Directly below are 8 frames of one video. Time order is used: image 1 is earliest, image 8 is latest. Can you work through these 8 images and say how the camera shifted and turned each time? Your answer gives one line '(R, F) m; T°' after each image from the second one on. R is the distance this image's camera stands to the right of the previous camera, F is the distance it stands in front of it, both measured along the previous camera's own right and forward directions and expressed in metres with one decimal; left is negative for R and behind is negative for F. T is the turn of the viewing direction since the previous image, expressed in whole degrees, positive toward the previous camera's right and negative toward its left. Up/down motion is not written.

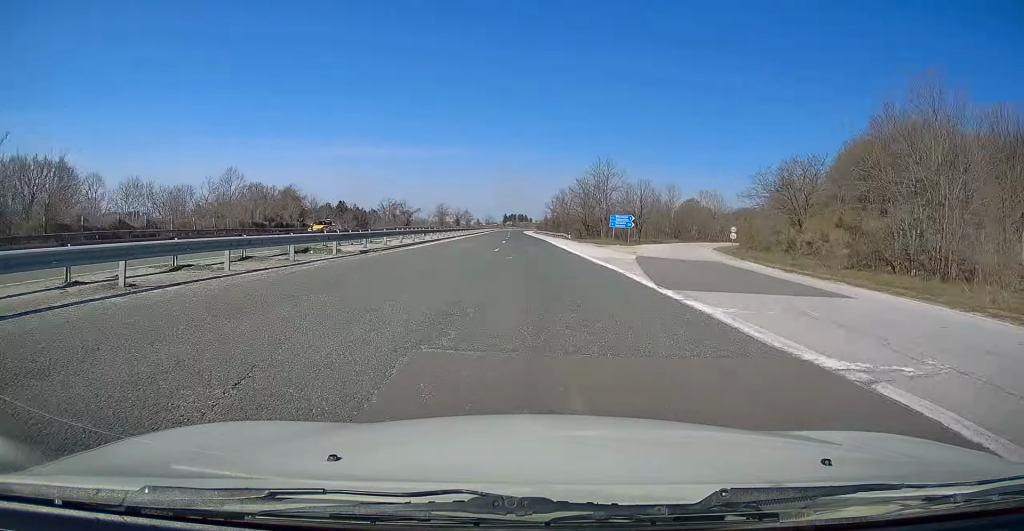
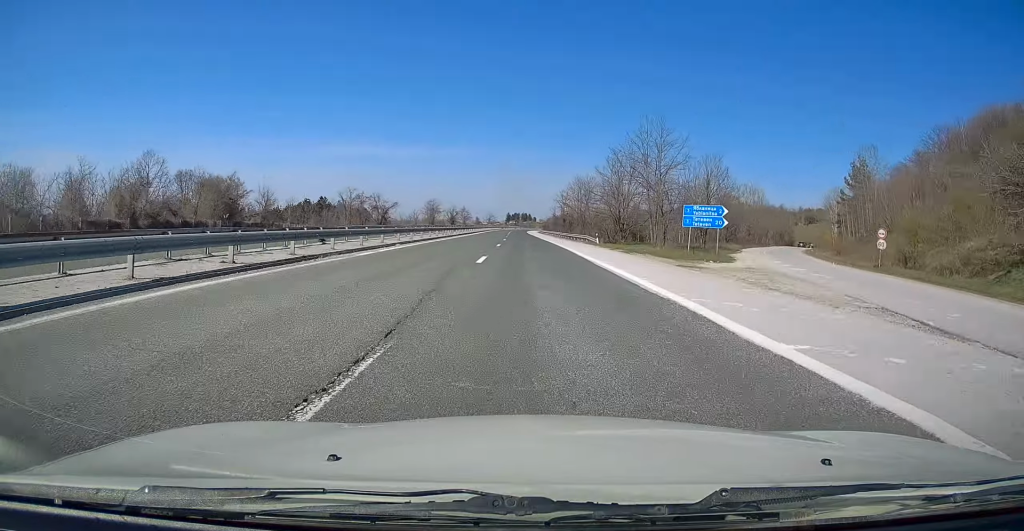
(-0.2, +27.9) m; 0°
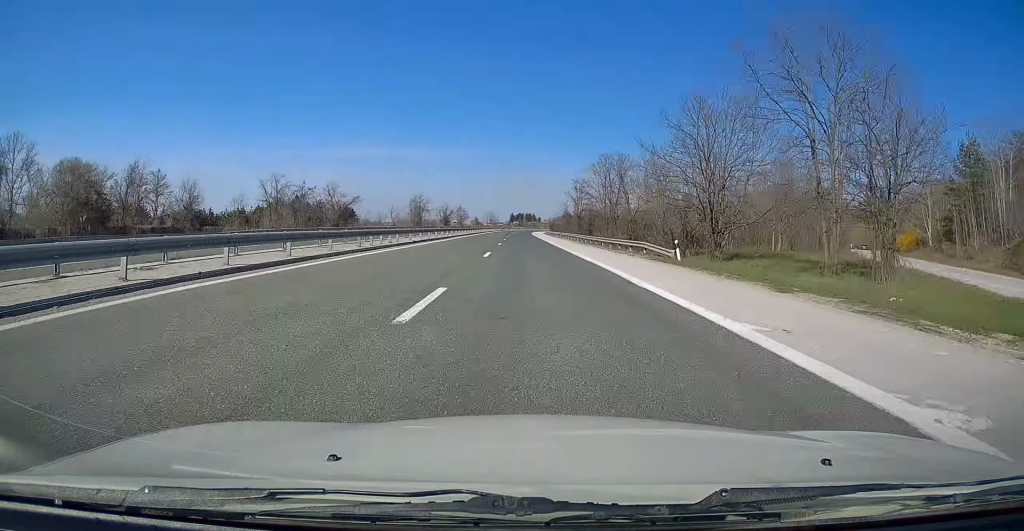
(-0.1, +27.9) m; 0°
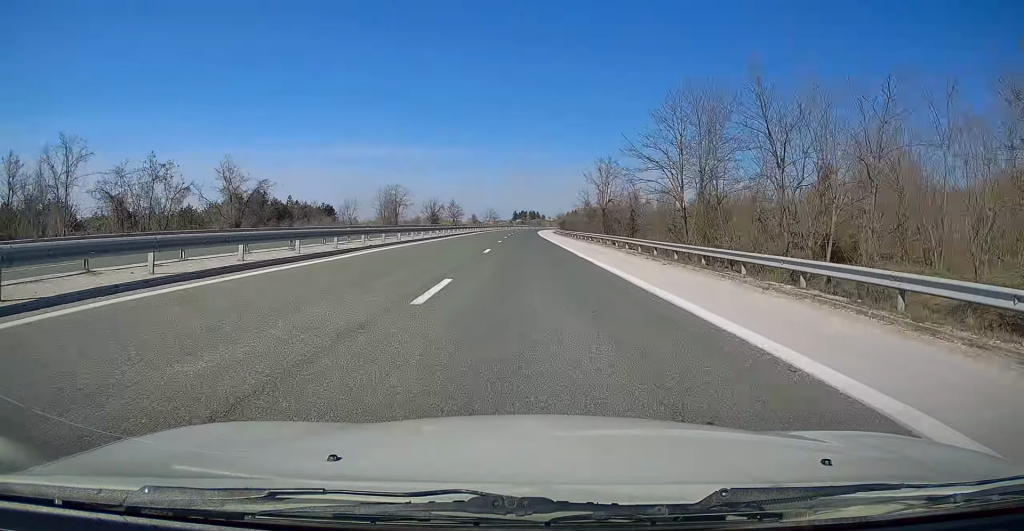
(+0.1, +31.0) m; 0°
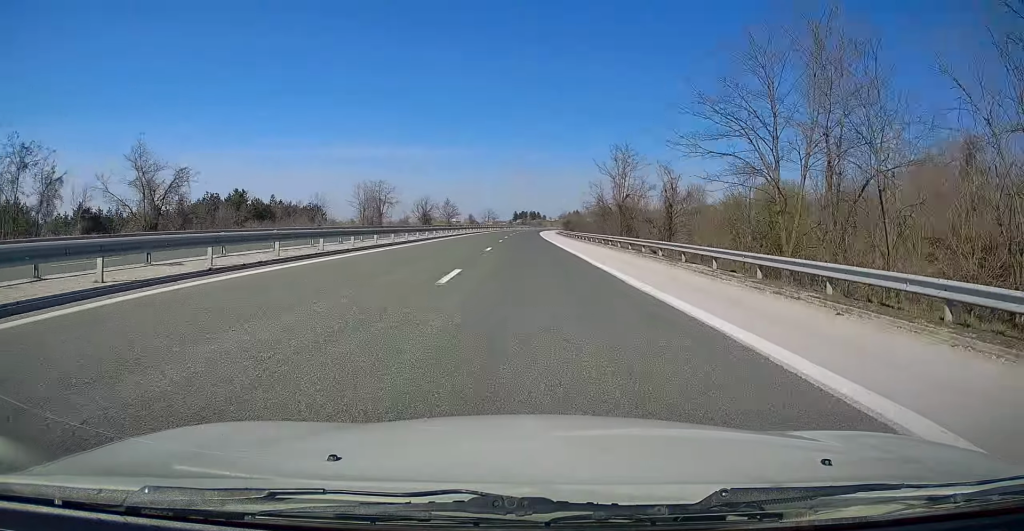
(0.0, +13.4) m; 0°
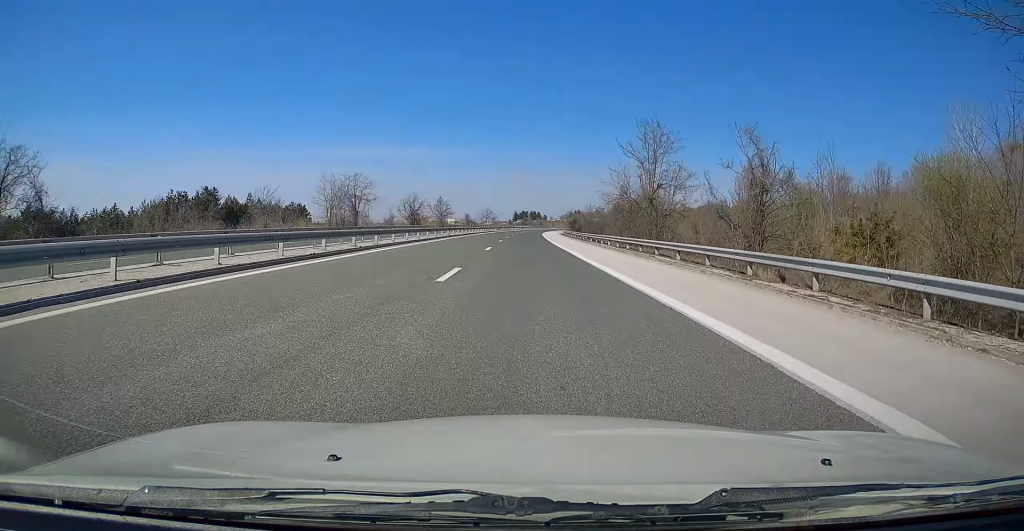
(0.0, +15.5) m; 0°
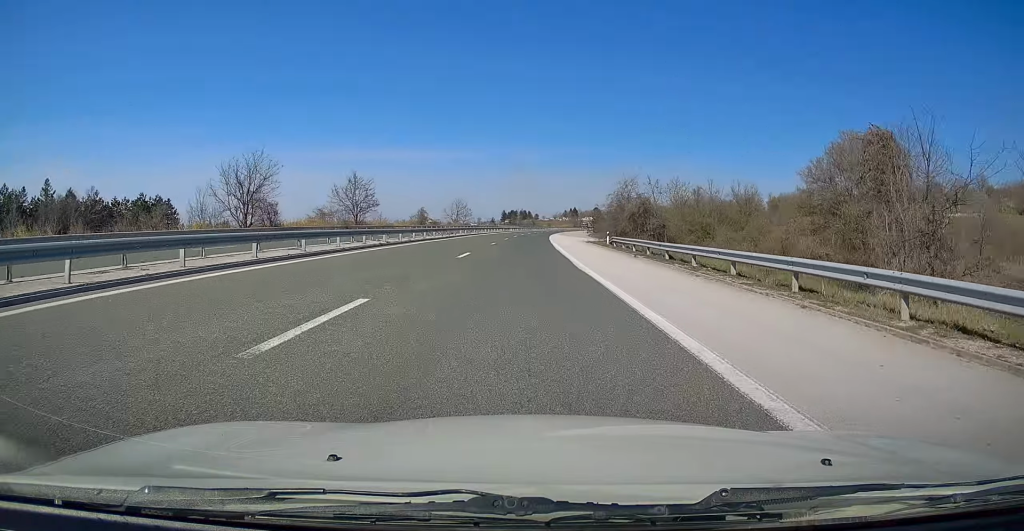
(+0.2, +72.4) m; +1°
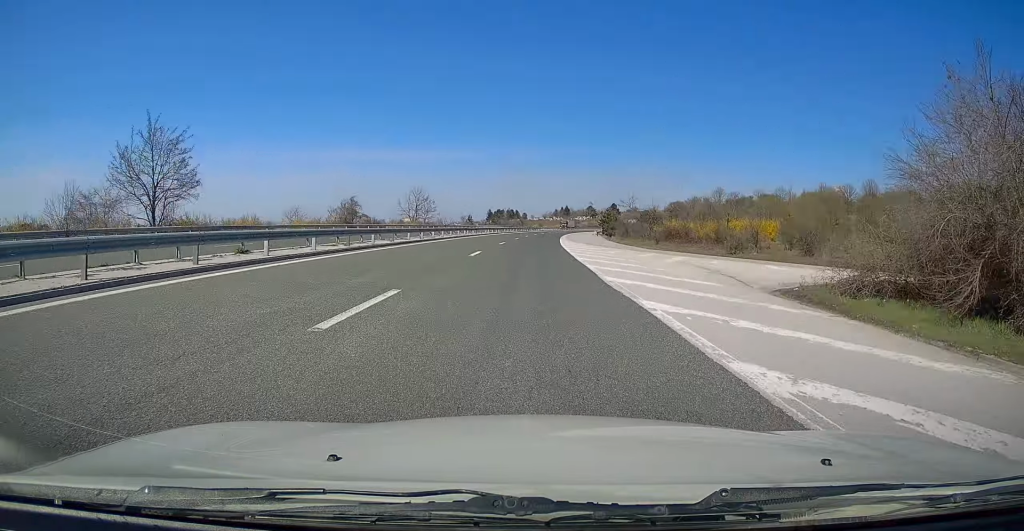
(+1.7, +47.7) m; +3°
